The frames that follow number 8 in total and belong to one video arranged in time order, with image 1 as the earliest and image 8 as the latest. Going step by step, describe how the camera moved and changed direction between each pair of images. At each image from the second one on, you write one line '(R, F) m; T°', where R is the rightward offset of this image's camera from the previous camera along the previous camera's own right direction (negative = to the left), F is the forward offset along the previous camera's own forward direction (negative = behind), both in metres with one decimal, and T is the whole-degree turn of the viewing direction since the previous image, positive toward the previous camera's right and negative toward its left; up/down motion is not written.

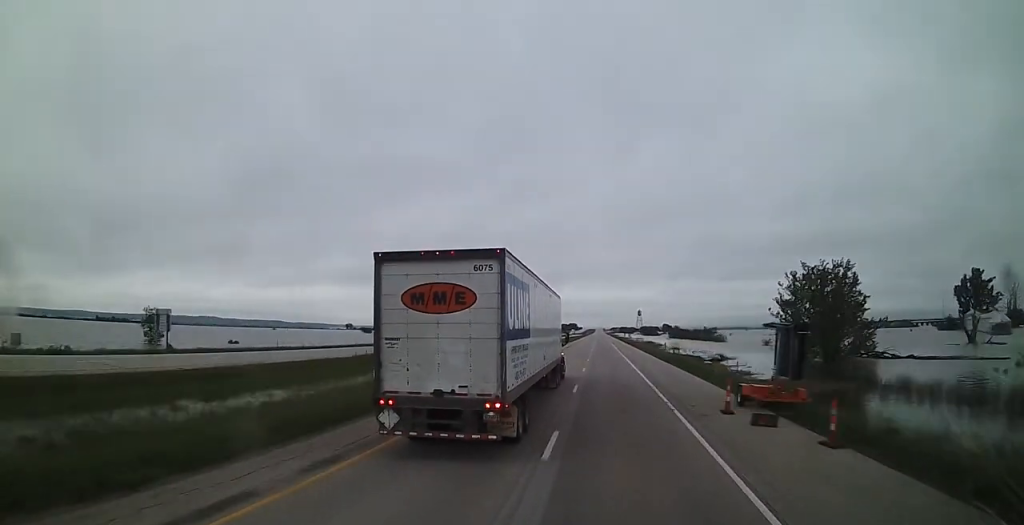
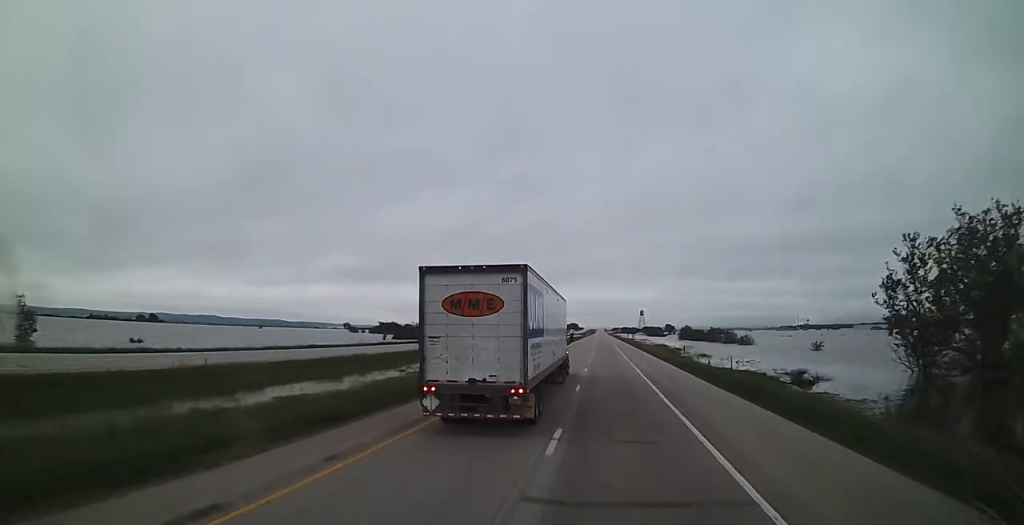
(+0.3, +24.0) m; 0°
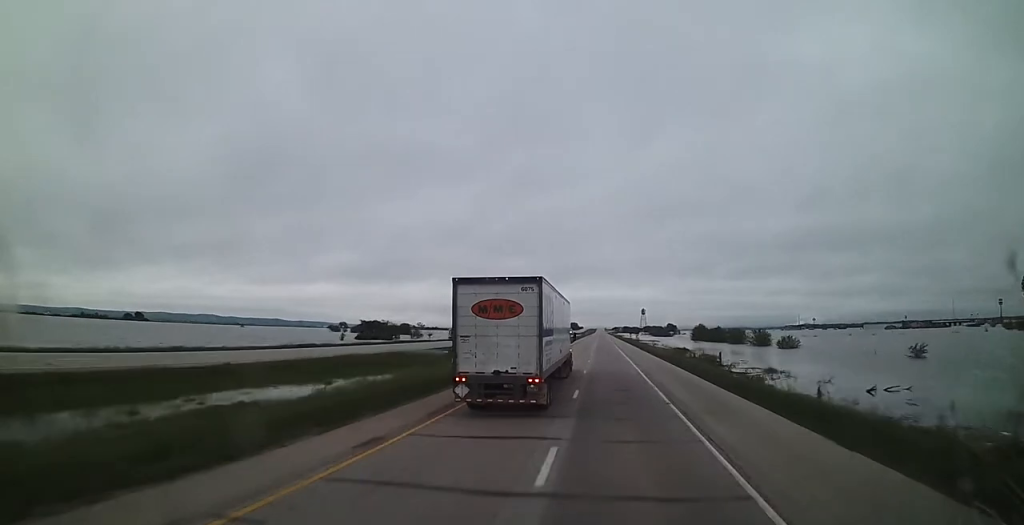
(-0.4, +26.7) m; -1°
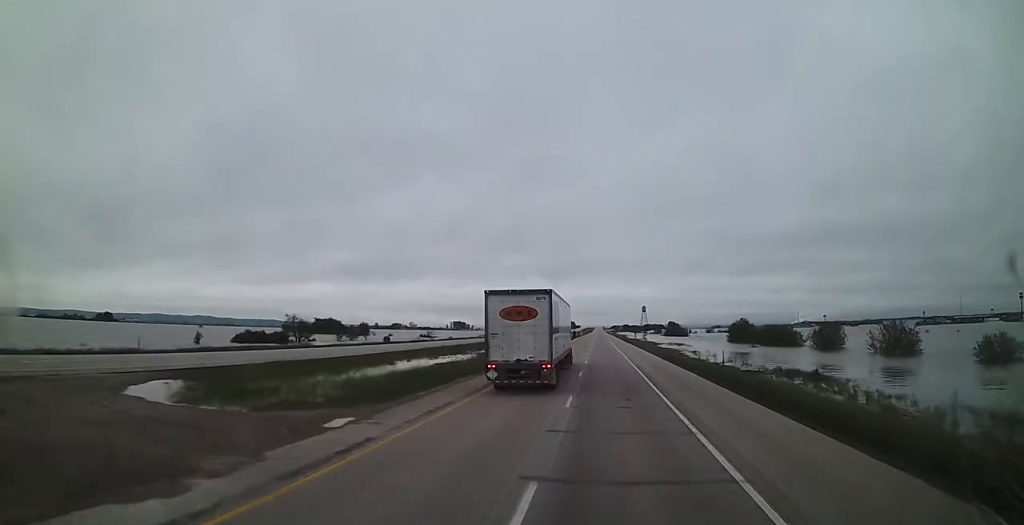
(+0.3, +51.5) m; +1°
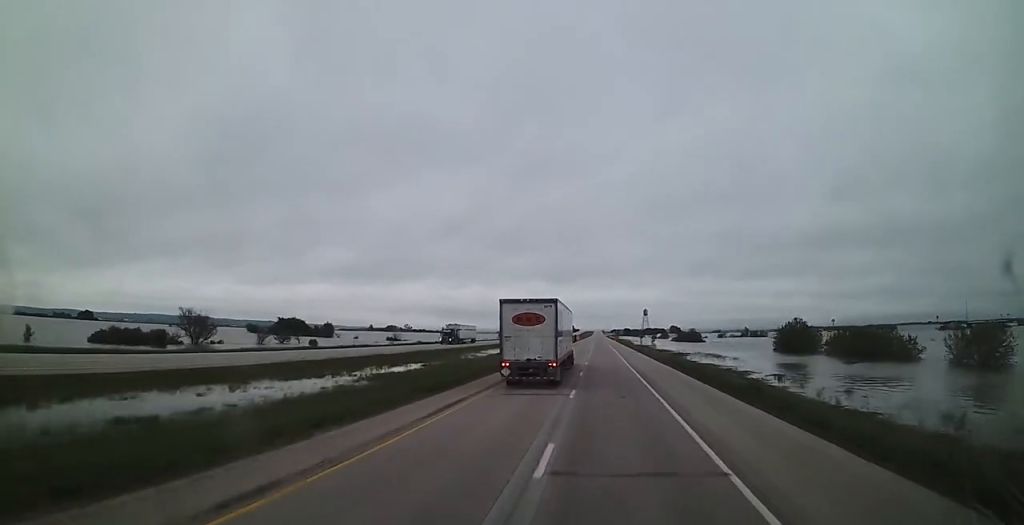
(0.0, +32.9) m; -1°
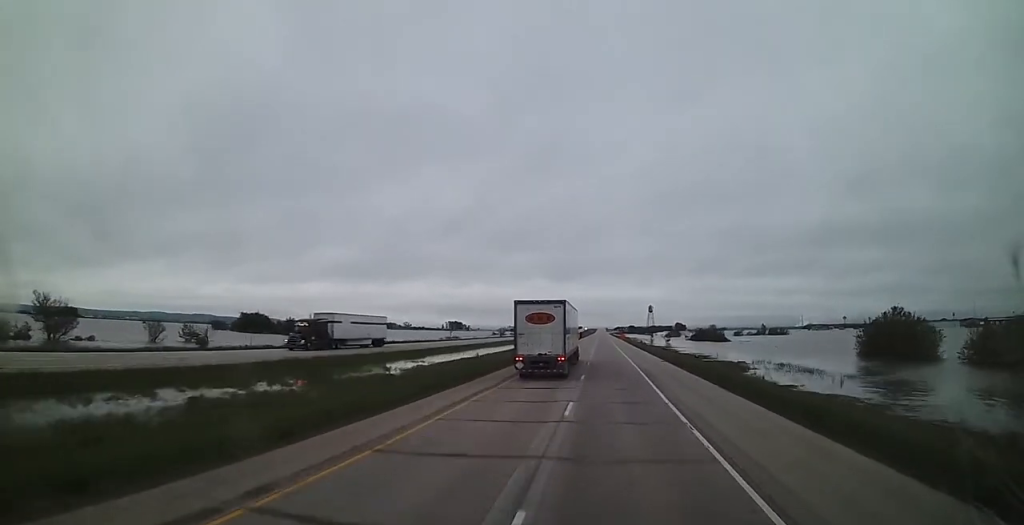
(-0.4, +29.4) m; 0°
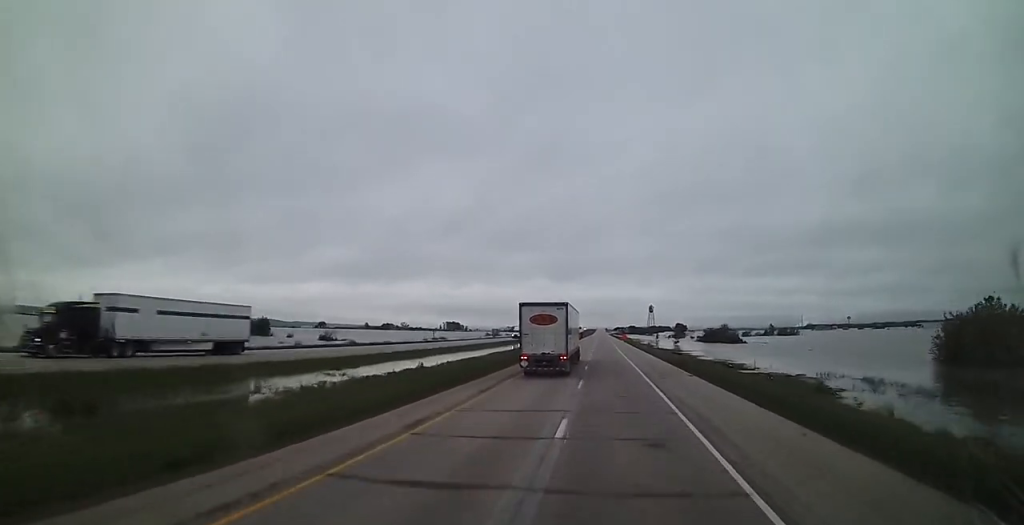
(+0.2, +16.0) m; 0°
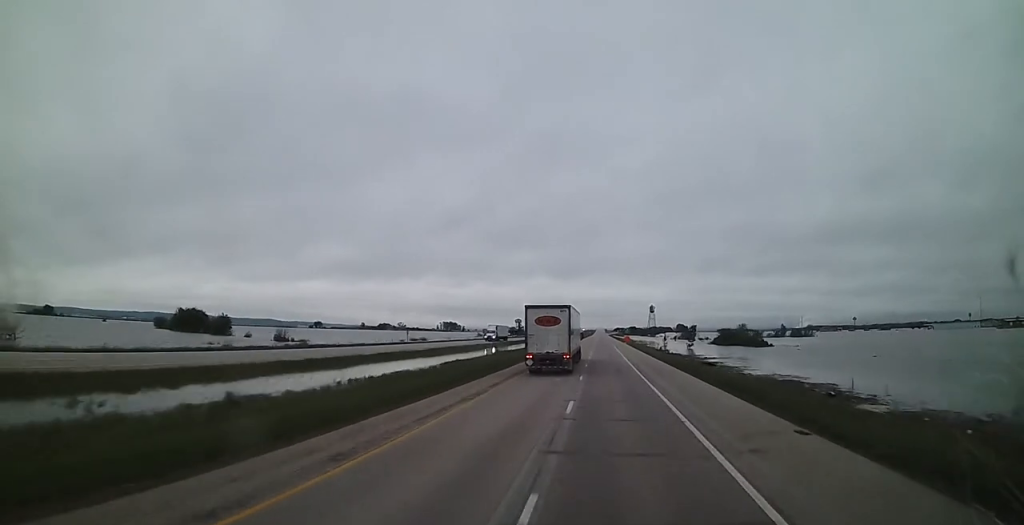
(+0.1, +19.5) m; 0°
